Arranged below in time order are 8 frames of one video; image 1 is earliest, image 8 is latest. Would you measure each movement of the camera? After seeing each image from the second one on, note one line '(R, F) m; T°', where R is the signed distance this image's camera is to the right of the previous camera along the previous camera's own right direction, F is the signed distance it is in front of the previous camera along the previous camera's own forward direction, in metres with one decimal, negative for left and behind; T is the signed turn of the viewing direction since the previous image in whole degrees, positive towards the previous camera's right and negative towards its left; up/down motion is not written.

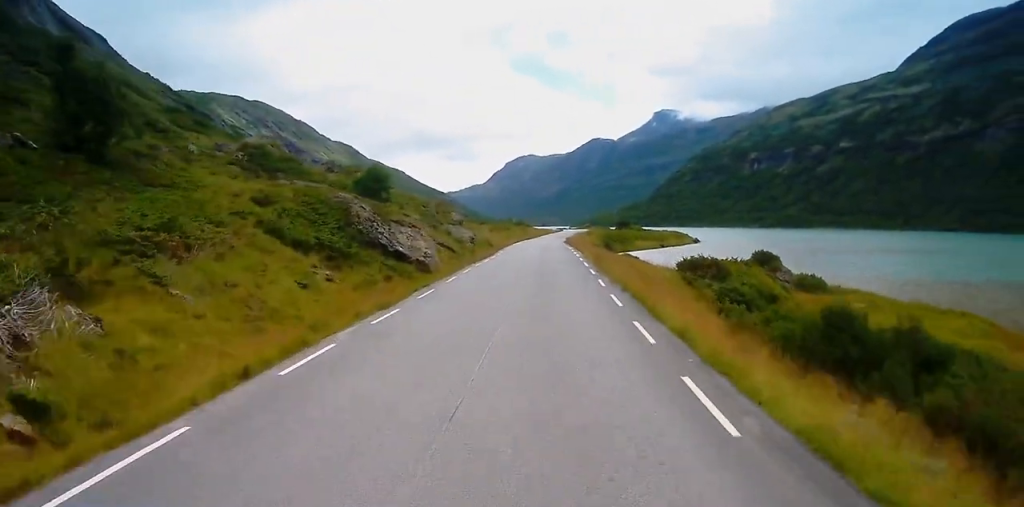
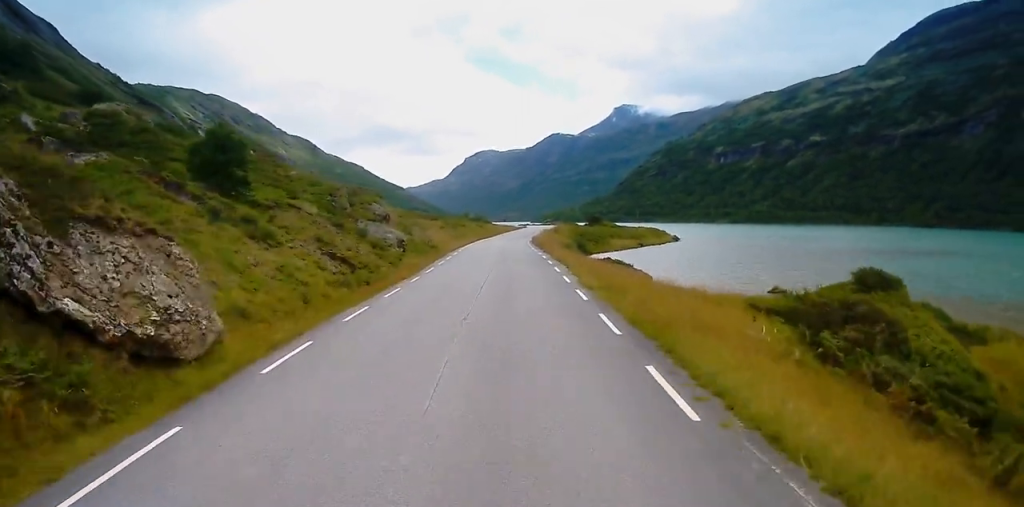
(+1.1, +23.8) m; +1°
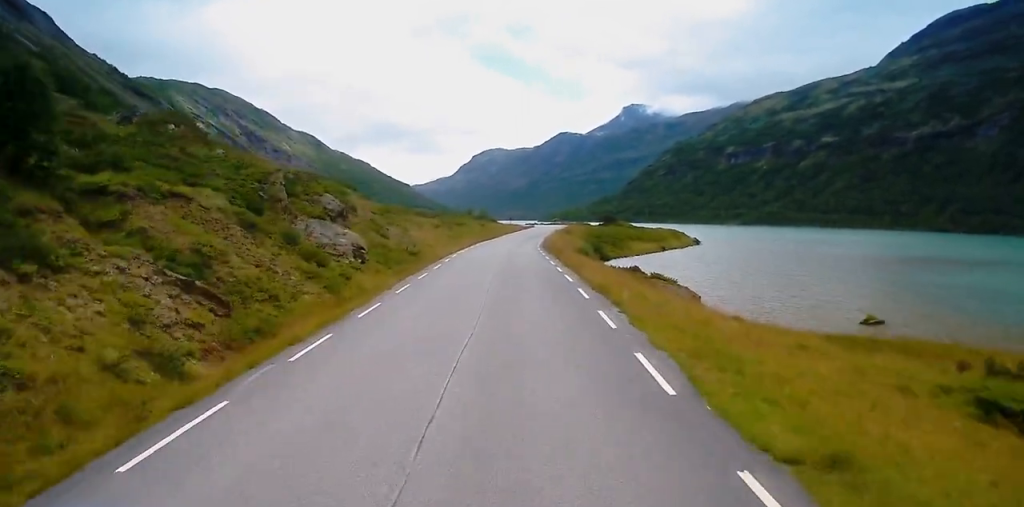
(-0.2, +16.8) m; 0°
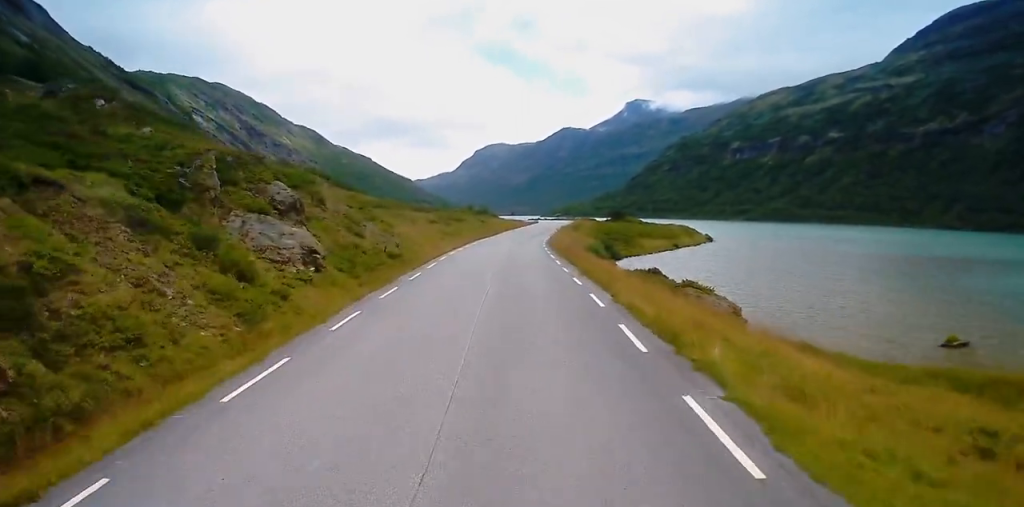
(+0.2, +9.3) m; 0°
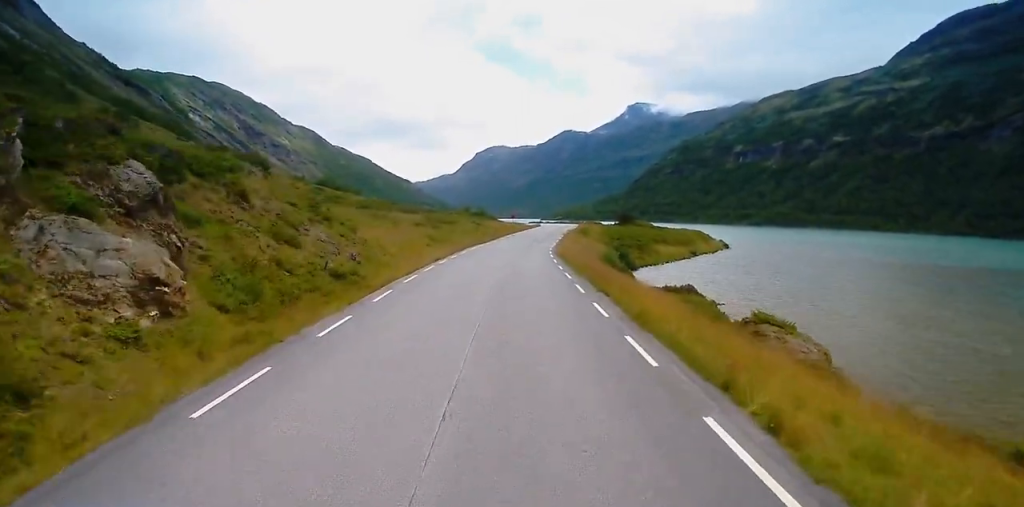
(-0.4, +13.1) m; -1°
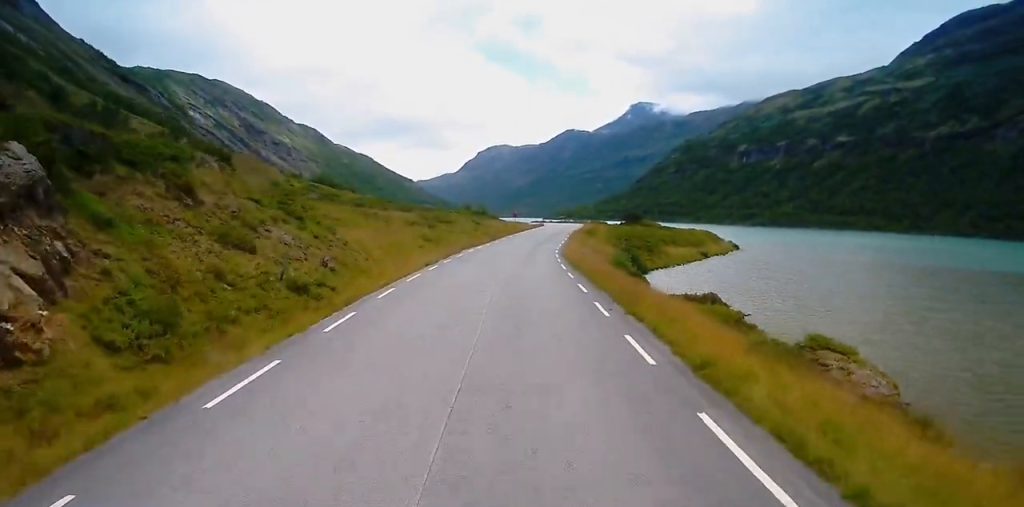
(-0.1, +5.7) m; +1°
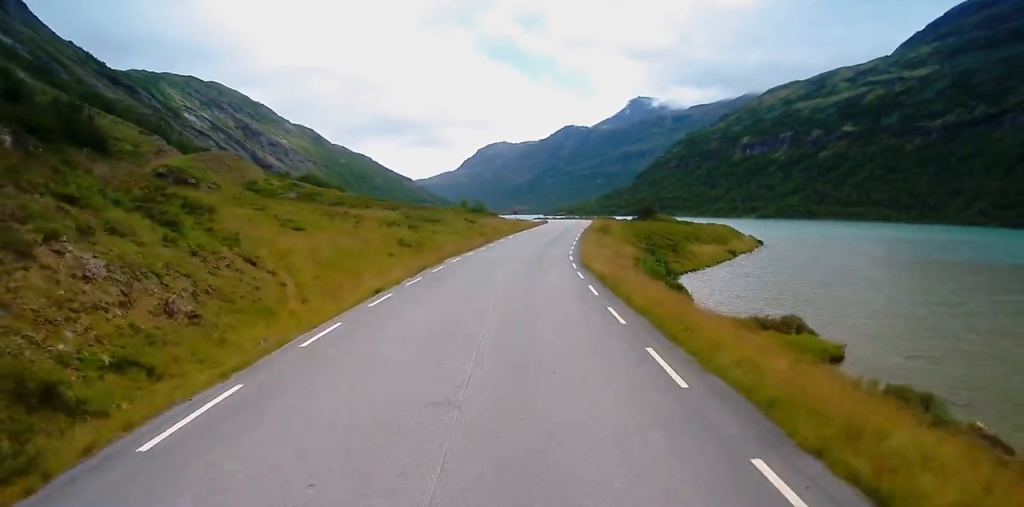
(+0.4, +13.9) m; +1°
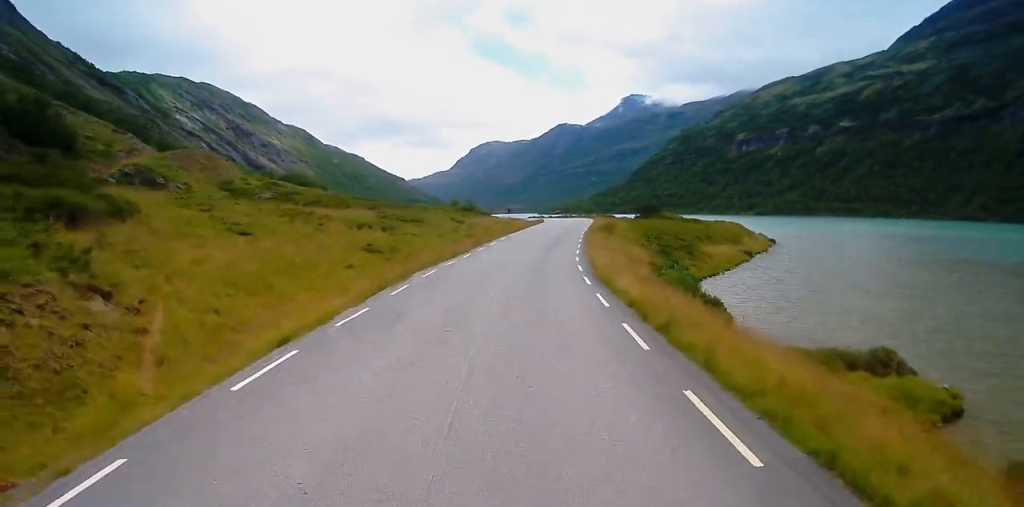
(0.0, +9.4) m; 0°
